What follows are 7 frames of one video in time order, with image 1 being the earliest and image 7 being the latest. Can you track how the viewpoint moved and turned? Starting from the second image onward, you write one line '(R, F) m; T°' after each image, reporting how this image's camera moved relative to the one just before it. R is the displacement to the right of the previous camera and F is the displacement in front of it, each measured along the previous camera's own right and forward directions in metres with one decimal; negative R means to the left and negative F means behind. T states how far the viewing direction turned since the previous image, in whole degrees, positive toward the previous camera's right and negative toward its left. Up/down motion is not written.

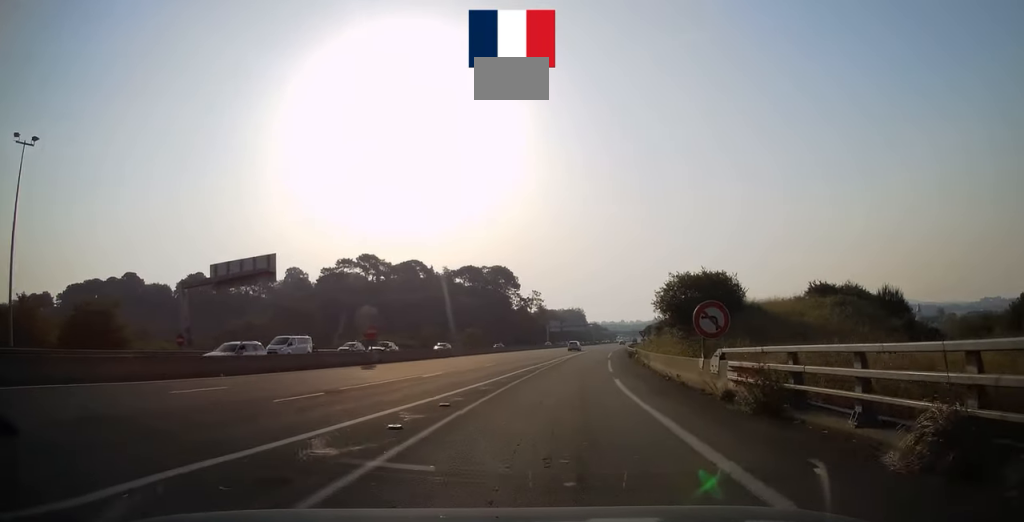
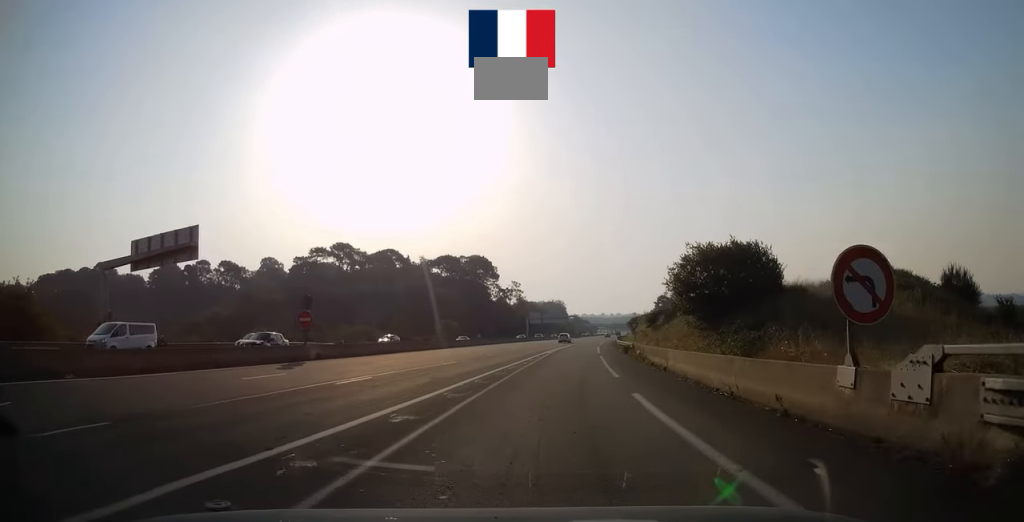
(+0.2, +9.3) m; +2°
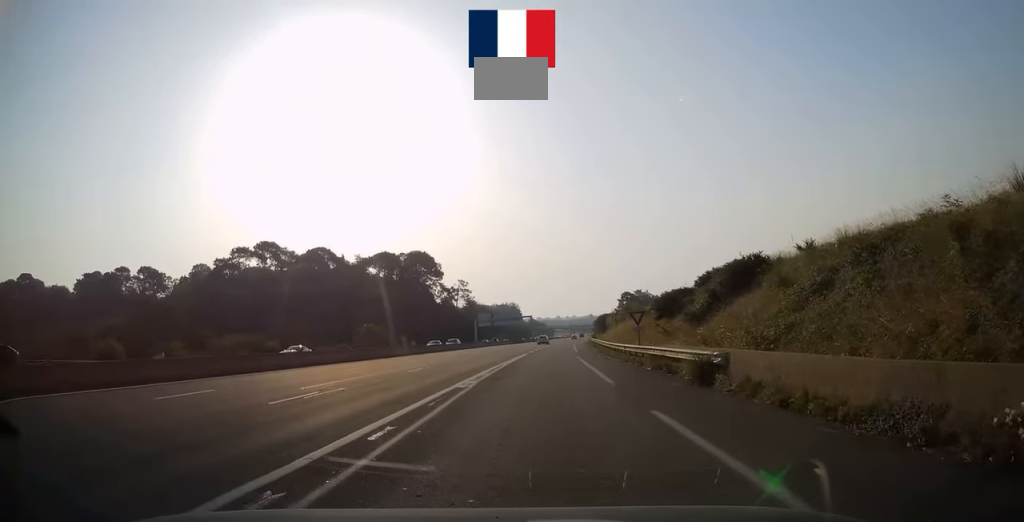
(+1.4, +31.1) m; +3°
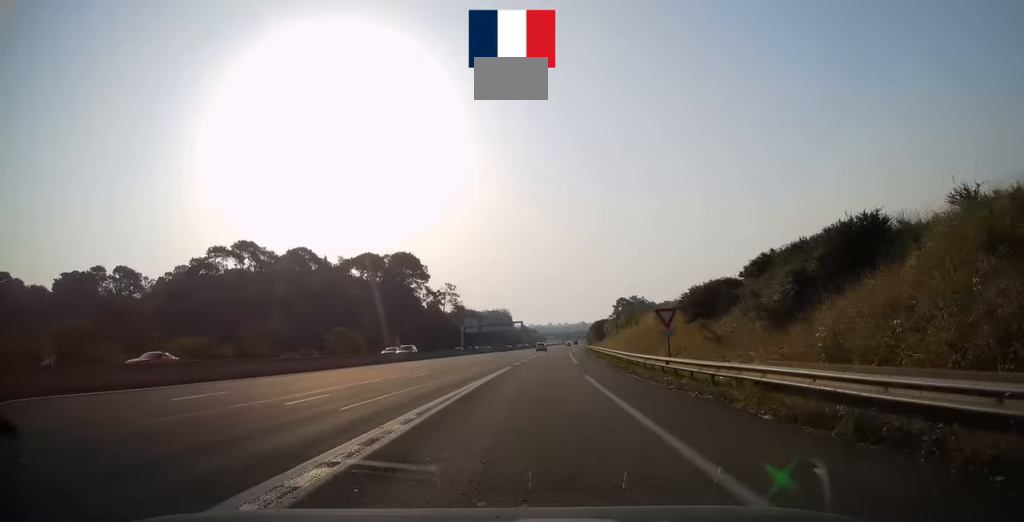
(0.0, +12.4) m; 0°
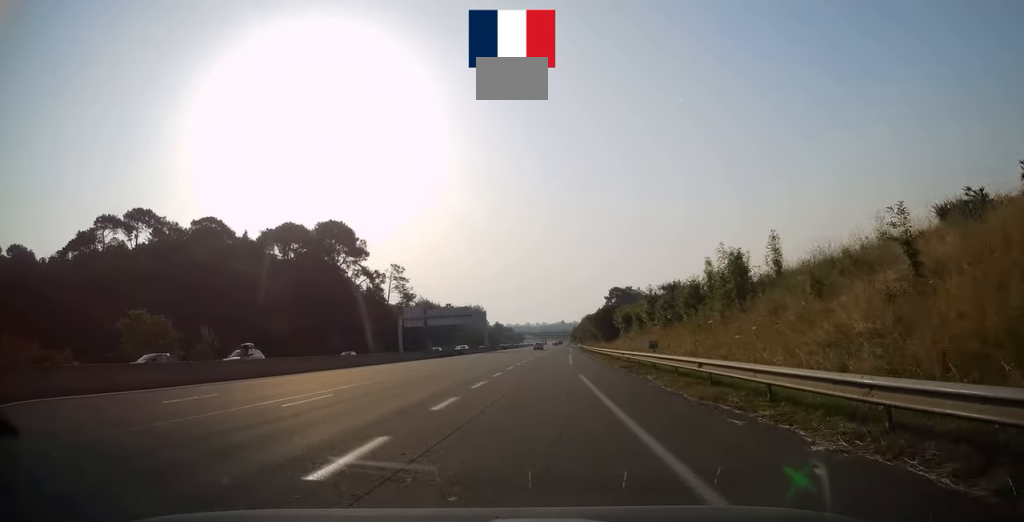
(+1.4, +53.2) m; +2°
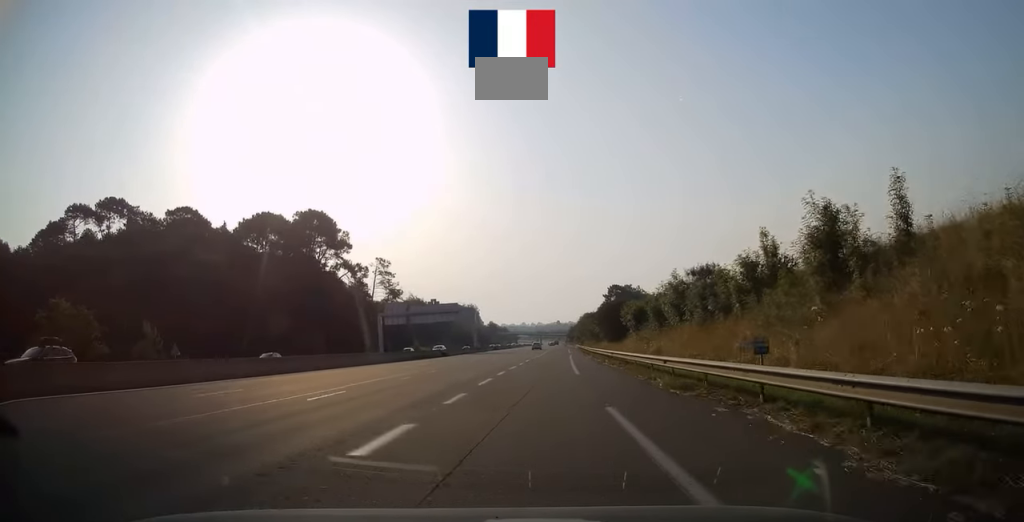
(0.0, +11.9) m; 0°
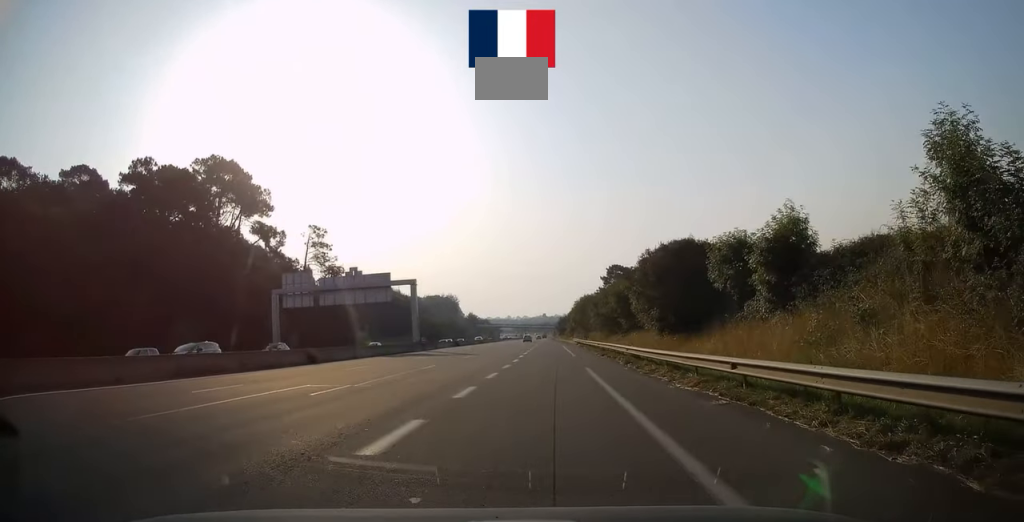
(-0.1, +39.6) m; +1°
